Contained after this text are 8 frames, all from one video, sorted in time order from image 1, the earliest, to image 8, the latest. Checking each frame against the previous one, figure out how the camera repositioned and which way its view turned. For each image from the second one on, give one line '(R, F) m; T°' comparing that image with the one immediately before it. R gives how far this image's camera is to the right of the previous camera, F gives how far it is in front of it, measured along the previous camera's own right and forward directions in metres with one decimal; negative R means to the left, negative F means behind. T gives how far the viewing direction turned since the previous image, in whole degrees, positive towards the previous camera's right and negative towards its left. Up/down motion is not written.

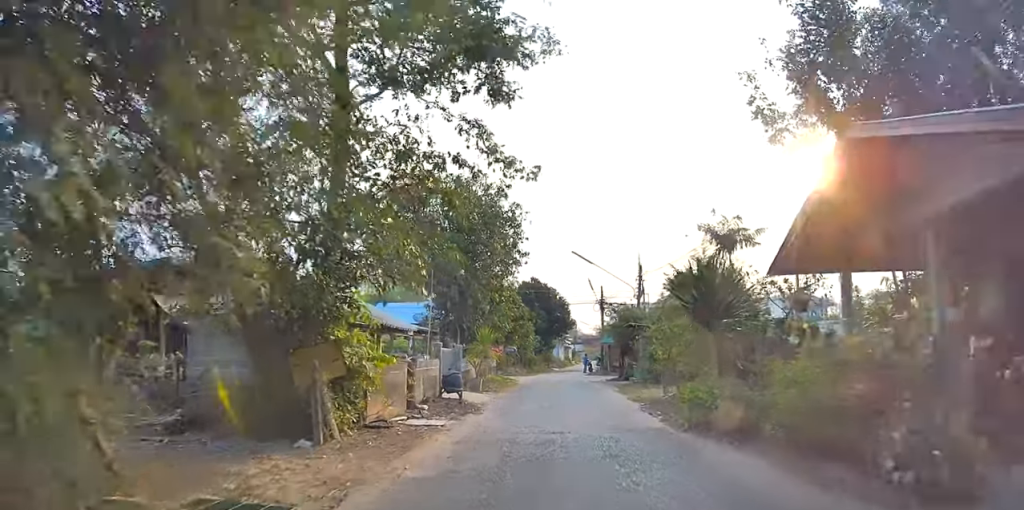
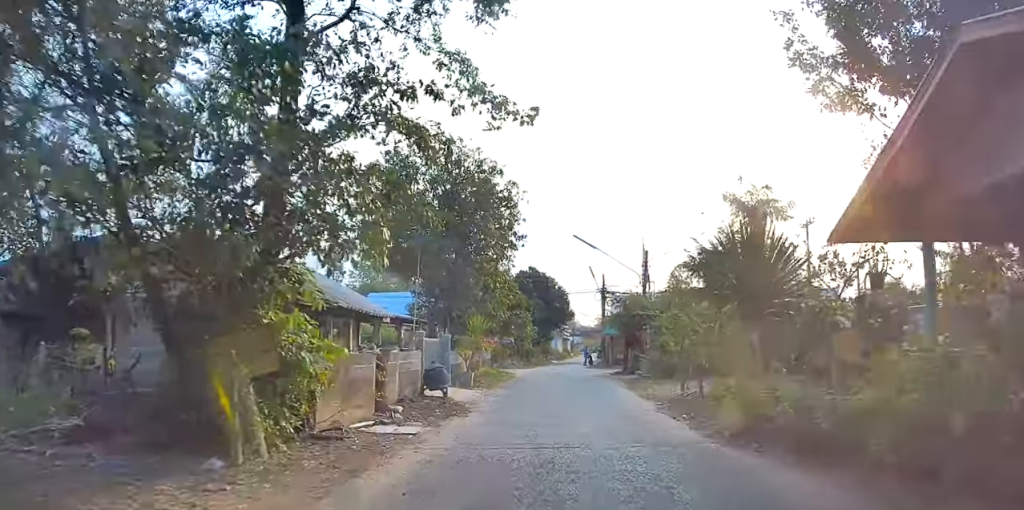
(0.0, +2.4) m; +1°
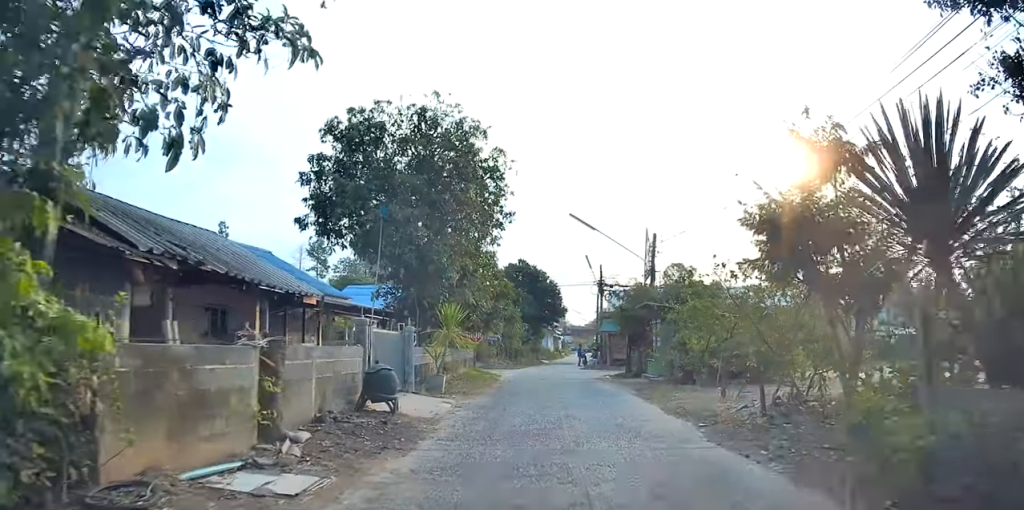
(0.0, +4.7) m; +3°
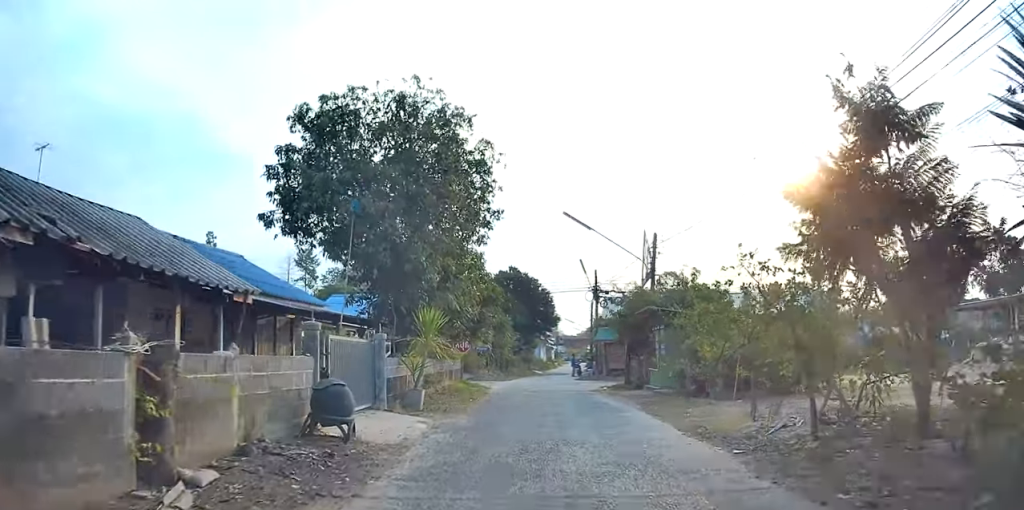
(+0.1, +2.2) m; +1°
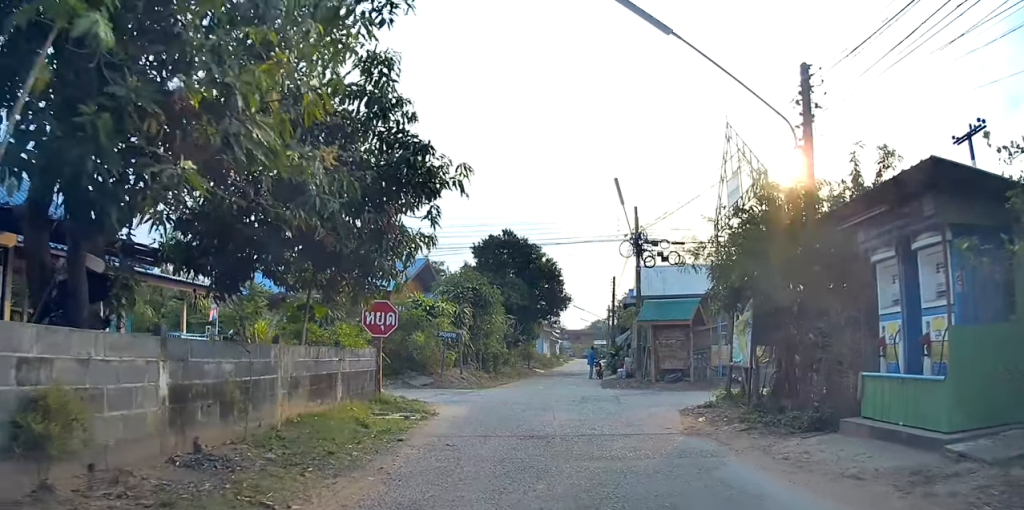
(-0.2, +13.8) m; -1°
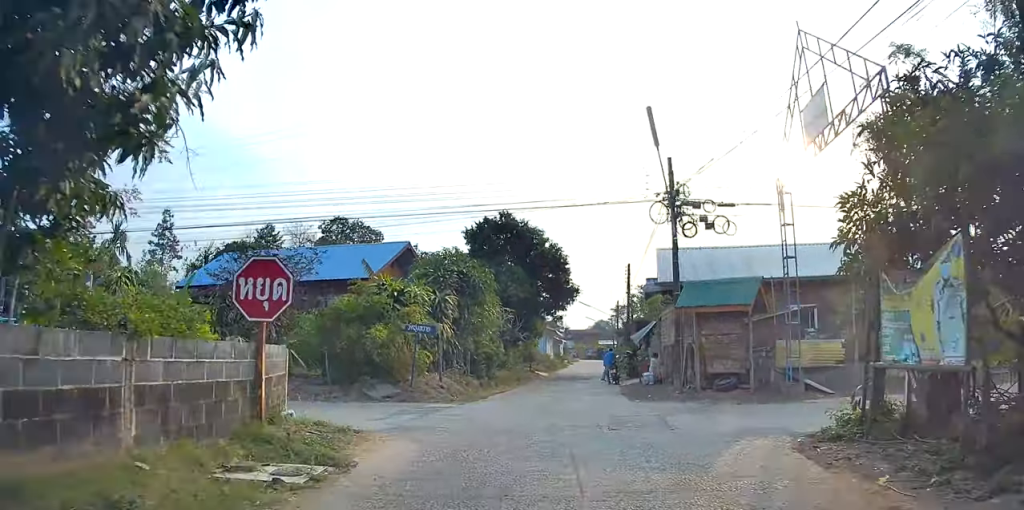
(0.0, +5.6) m; -1°
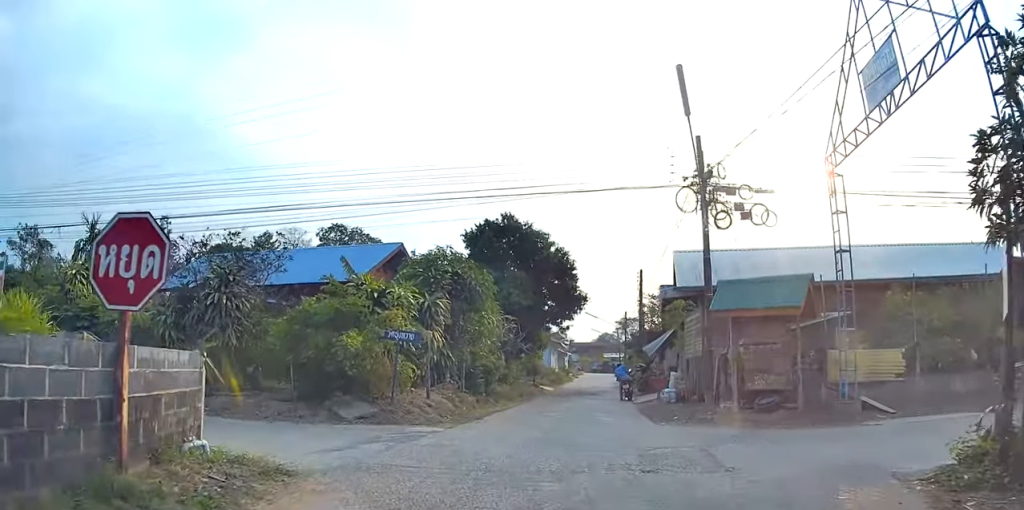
(0.0, +2.5) m; -1°
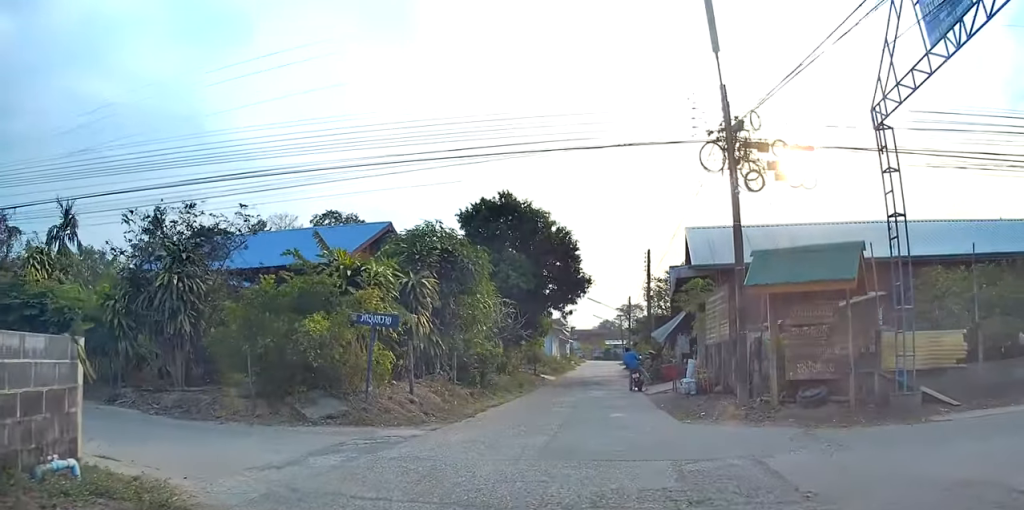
(0.0, +2.2) m; 0°
